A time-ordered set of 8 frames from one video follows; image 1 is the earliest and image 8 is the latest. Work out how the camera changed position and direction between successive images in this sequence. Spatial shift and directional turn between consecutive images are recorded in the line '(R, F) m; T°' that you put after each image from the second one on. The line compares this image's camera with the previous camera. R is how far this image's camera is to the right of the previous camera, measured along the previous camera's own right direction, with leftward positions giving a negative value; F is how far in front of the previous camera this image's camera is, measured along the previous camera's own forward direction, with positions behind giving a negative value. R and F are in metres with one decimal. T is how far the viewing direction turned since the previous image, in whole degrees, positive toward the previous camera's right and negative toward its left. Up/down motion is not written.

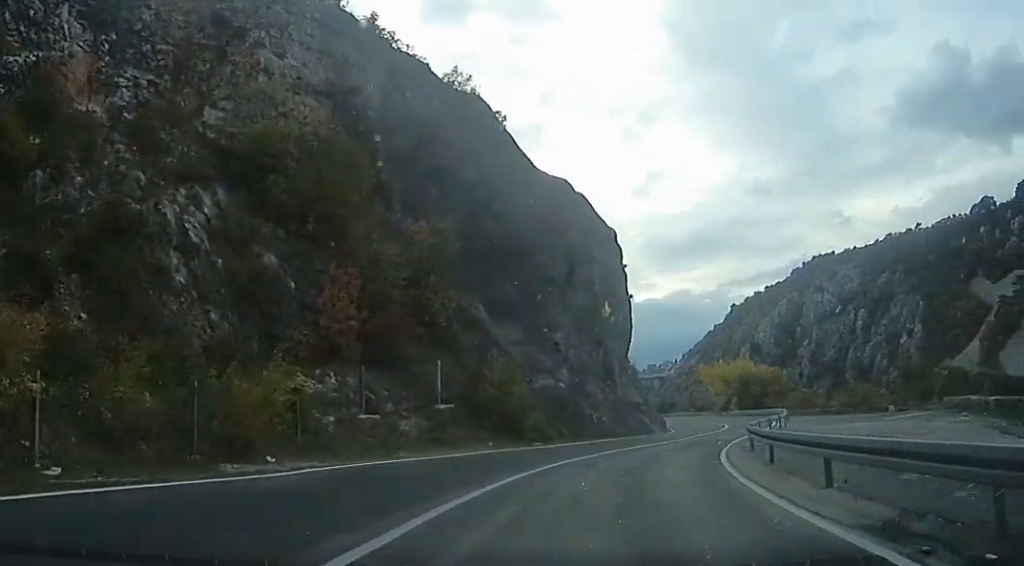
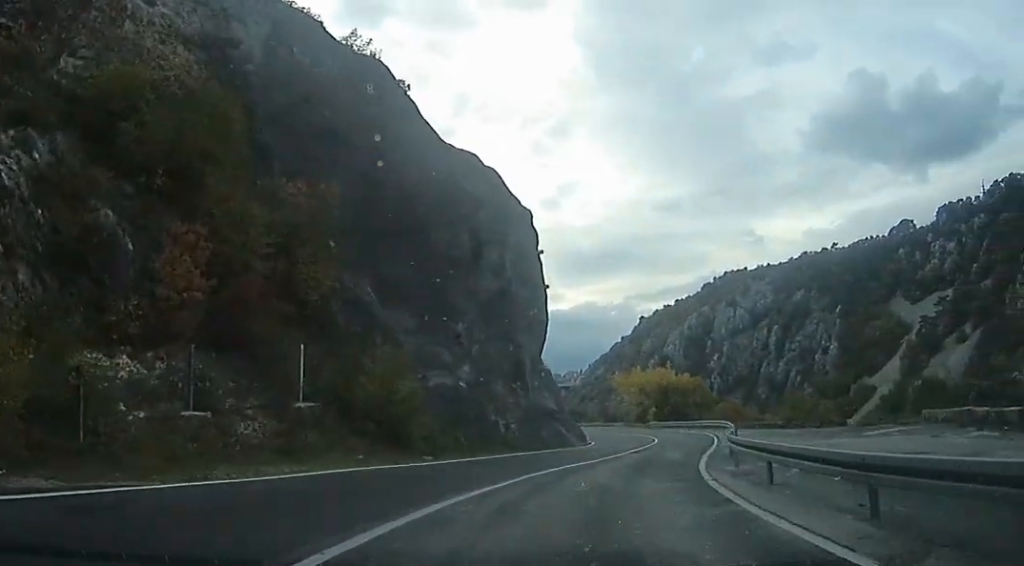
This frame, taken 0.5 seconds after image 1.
(+0.1, +6.6) m; +13°
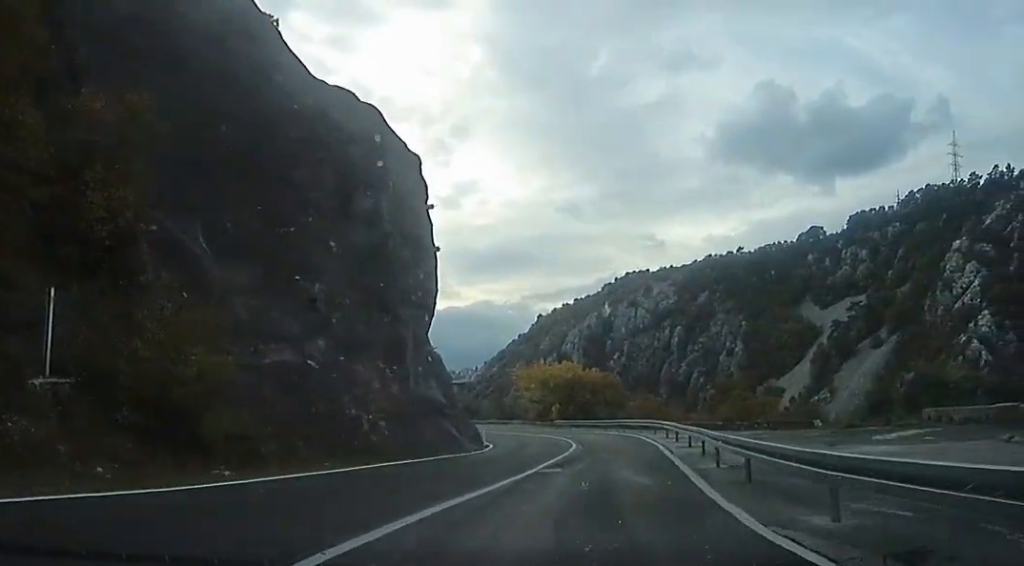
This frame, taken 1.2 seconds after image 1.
(+1.8, +8.1) m; +5°
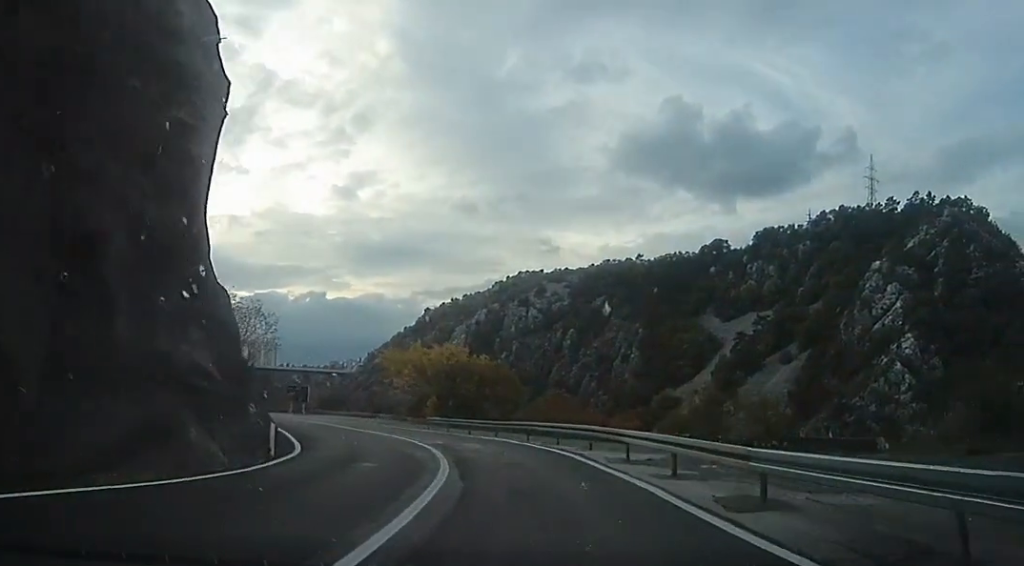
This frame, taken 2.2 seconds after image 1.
(+0.3, +14.3) m; -2°
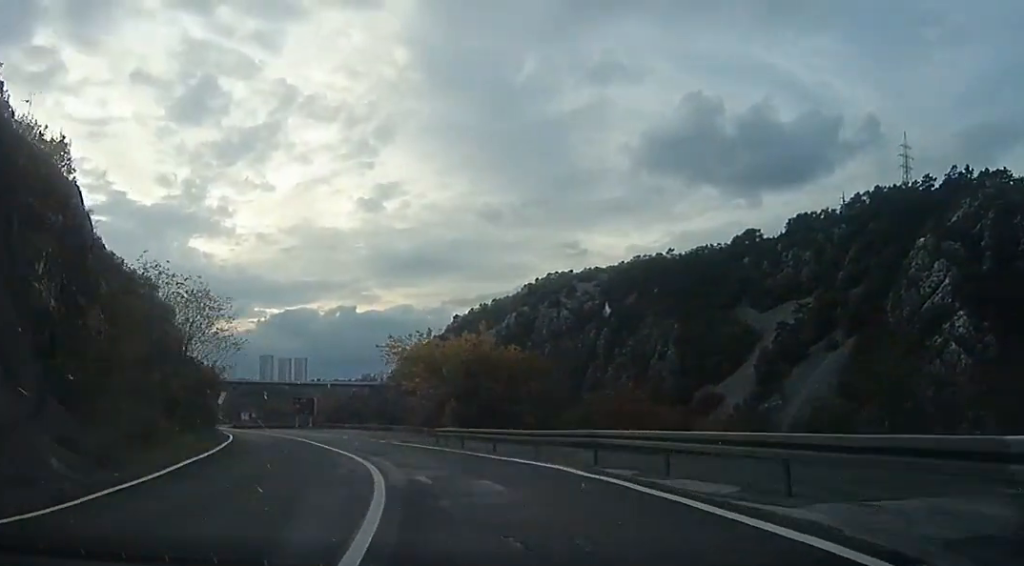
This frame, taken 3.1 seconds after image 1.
(-0.5, +12.2) m; -2°
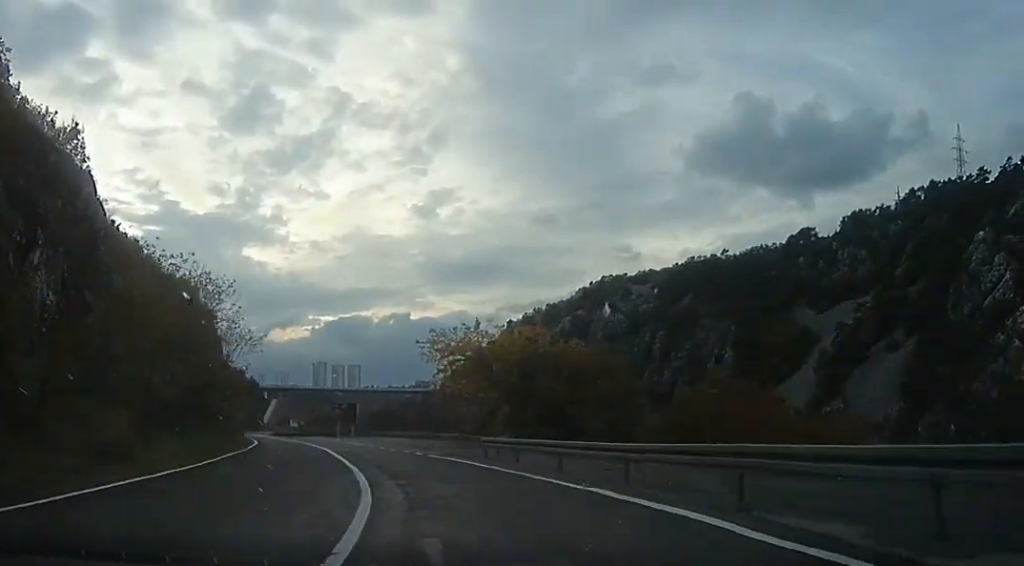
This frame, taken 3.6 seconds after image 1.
(0.0, +6.2) m; 0°
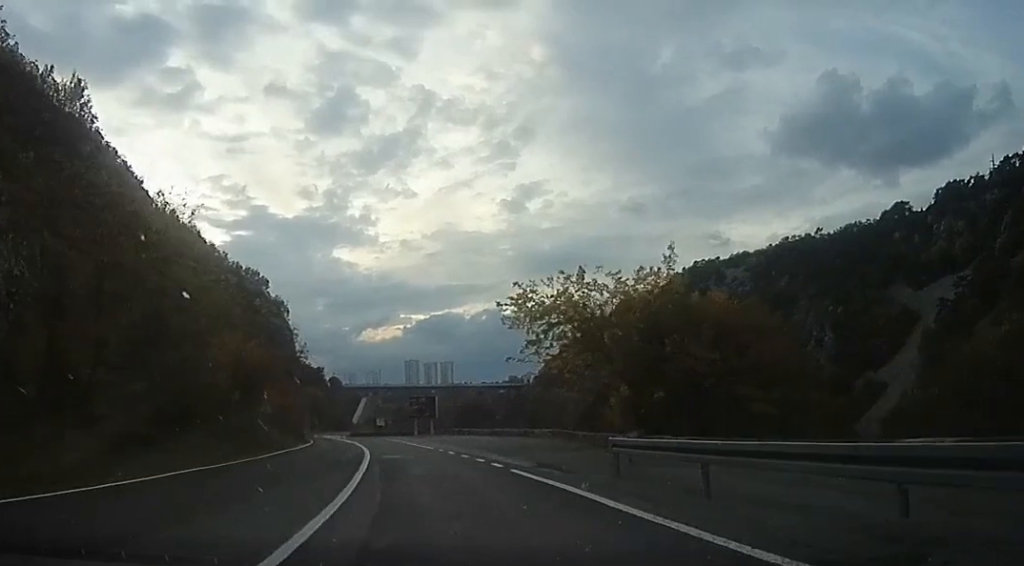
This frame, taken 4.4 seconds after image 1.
(0.0, +11.6) m; -6°
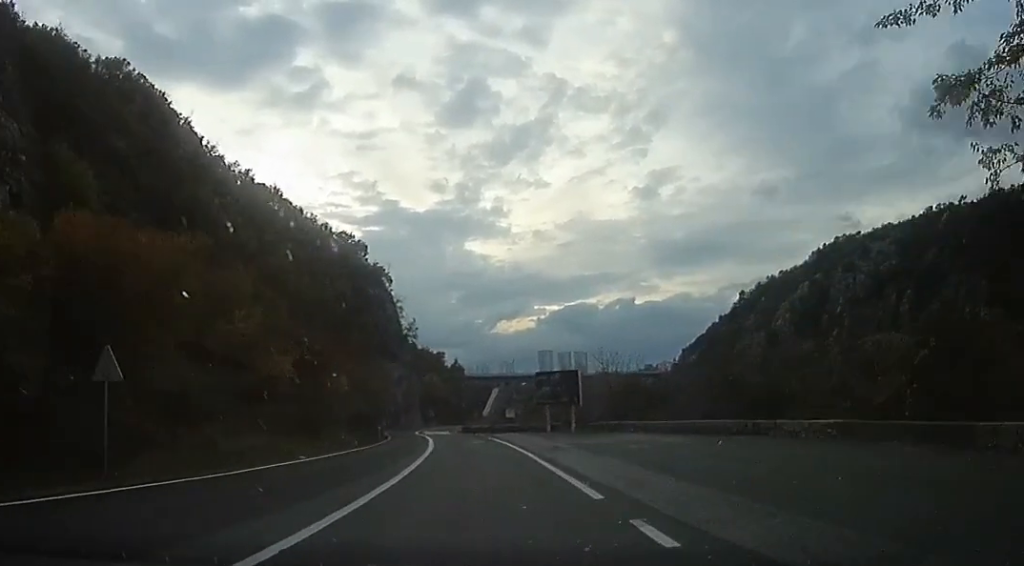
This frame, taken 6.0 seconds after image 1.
(-3.7, +23.3) m; -14°
